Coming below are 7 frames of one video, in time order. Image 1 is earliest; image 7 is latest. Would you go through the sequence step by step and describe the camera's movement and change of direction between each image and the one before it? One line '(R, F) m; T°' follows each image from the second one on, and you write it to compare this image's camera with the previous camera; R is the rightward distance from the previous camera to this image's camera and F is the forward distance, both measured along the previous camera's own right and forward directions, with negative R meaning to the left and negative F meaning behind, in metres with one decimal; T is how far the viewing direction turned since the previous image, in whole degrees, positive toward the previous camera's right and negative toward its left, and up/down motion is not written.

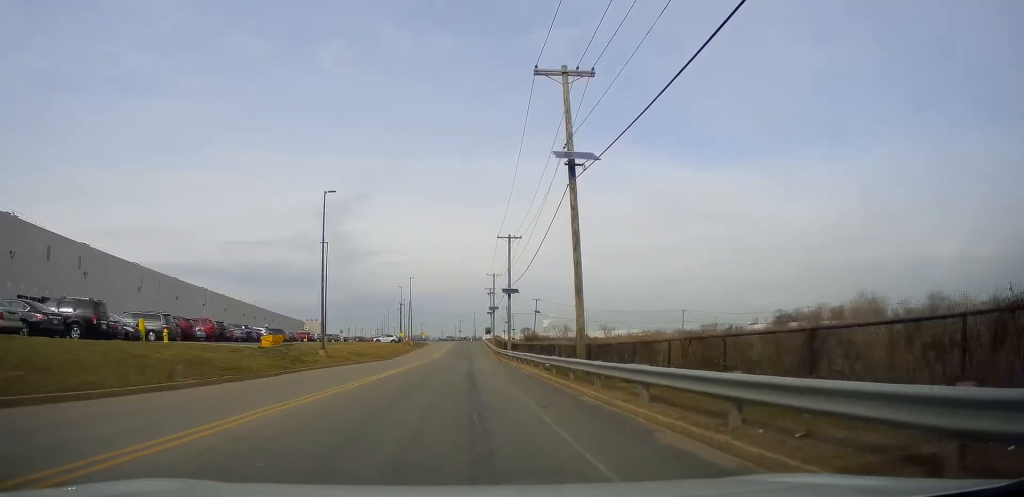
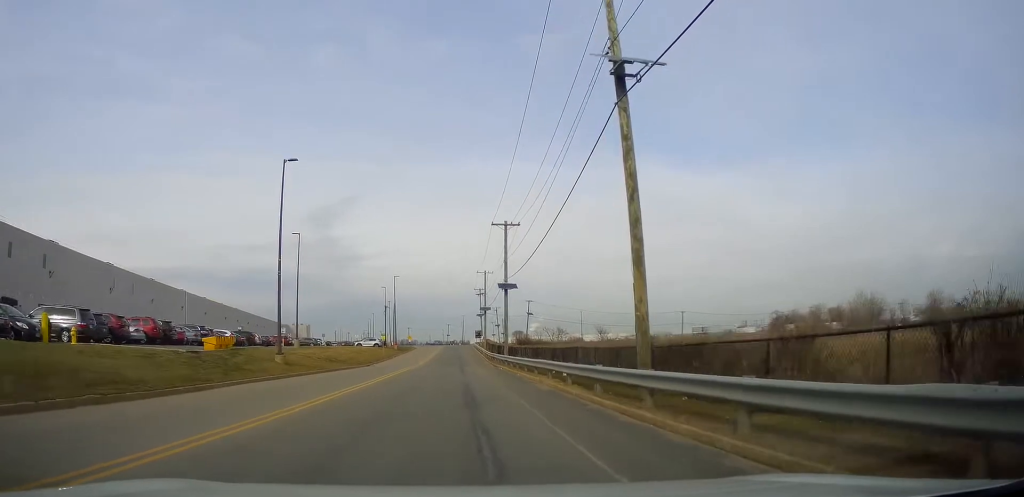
(+0.1, +7.6) m; +2°
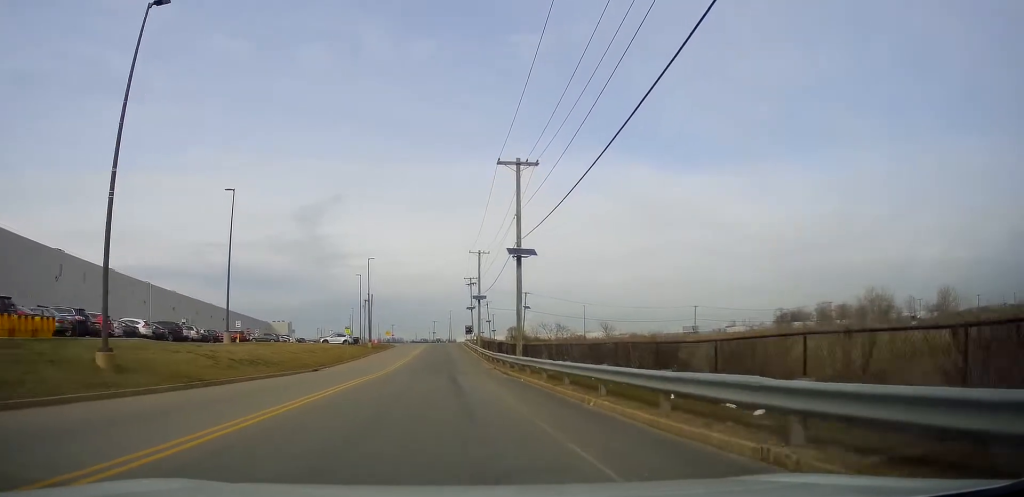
(+0.4, +16.4) m; 0°
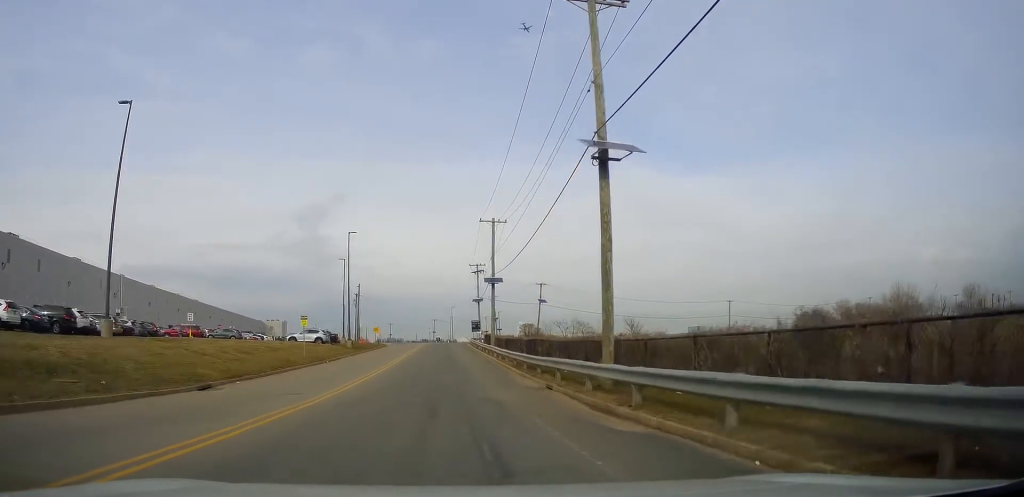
(-0.1, +17.6) m; +3°
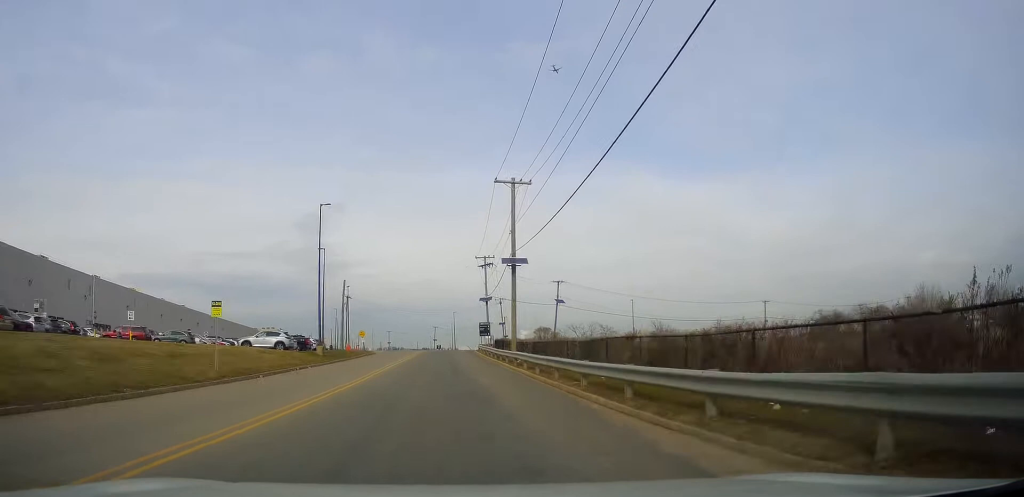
(+0.6, +14.6) m; -1°
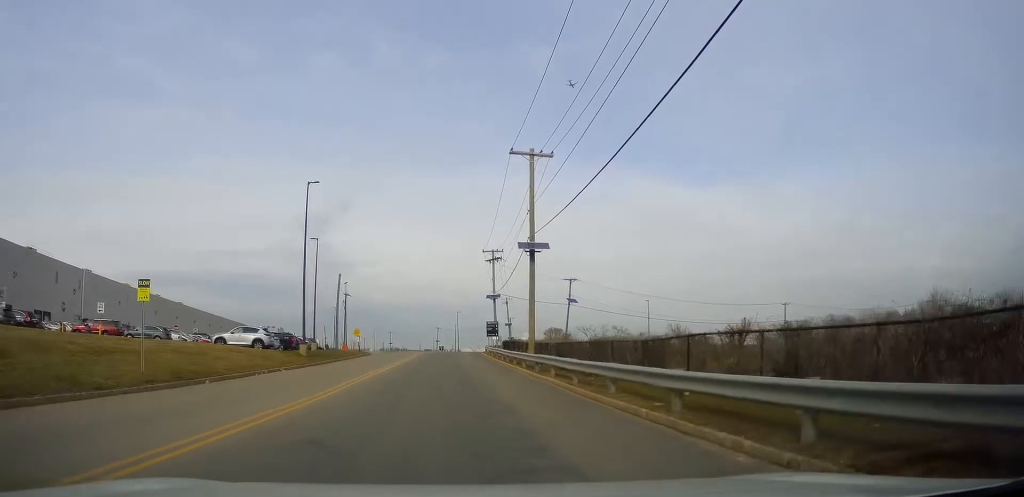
(-0.5, +5.9) m; -1°
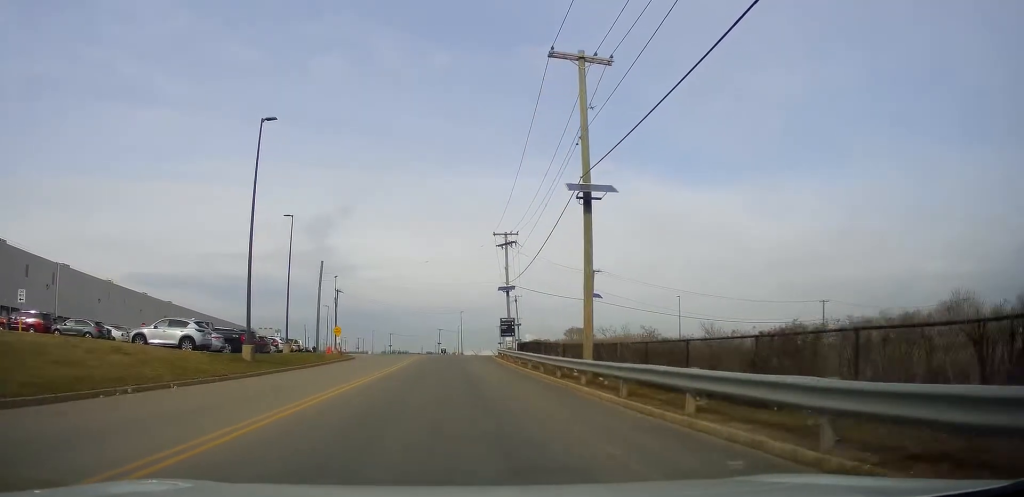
(-0.1, +11.9) m; +1°
